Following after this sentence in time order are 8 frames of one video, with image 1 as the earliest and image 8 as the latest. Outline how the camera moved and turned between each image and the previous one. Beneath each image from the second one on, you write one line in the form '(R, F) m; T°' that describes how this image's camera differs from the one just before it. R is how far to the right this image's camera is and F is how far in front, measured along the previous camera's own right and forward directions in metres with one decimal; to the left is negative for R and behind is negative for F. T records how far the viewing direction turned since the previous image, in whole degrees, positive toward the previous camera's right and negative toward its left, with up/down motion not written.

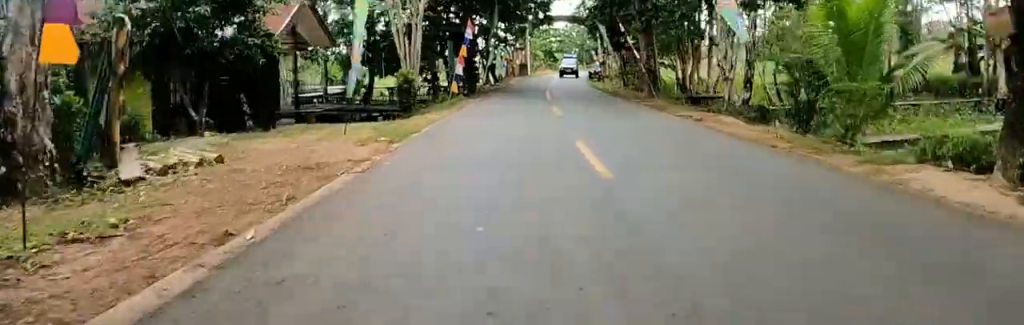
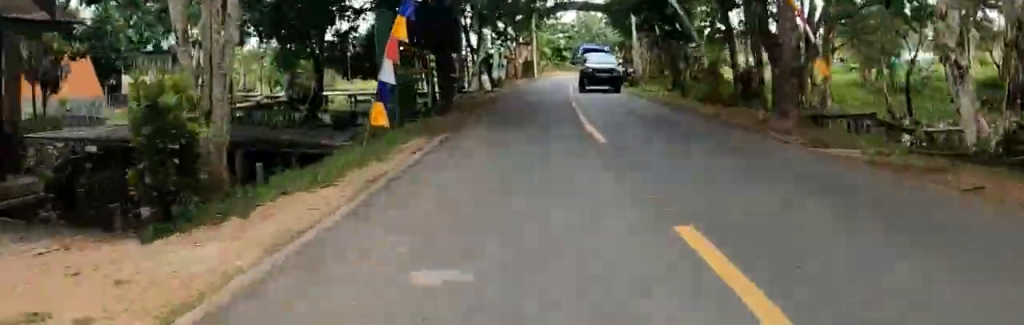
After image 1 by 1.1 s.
(+0.4, +12.7) m; +2°
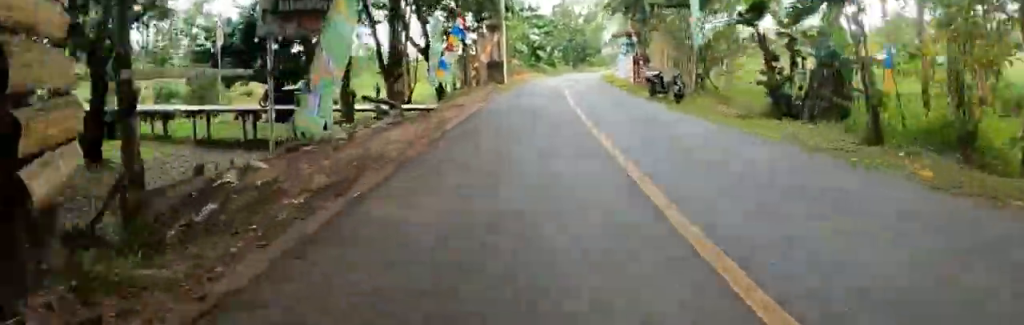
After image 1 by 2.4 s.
(+0.1, +16.3) m; 0°
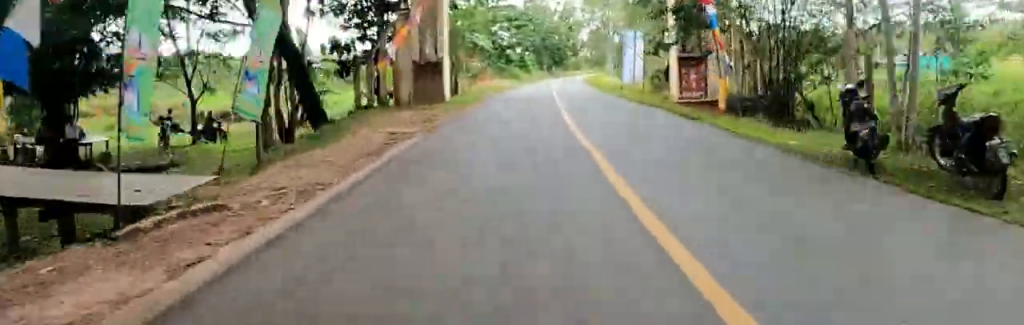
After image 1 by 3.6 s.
(0.0, +15.2) m; 0°
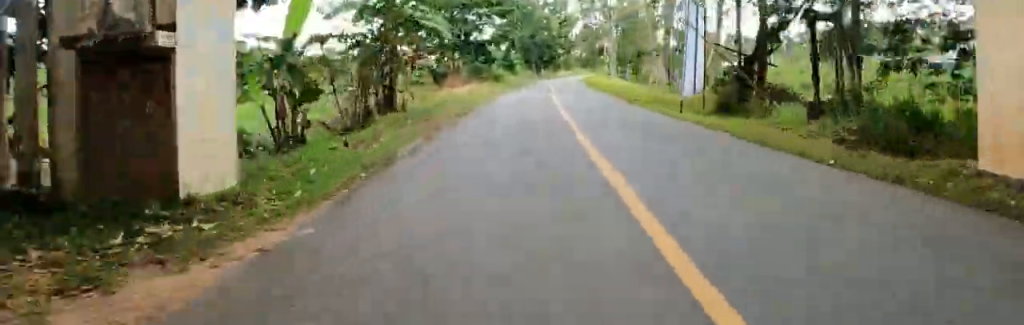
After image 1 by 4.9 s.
(0.0, +14.6) m; +2°
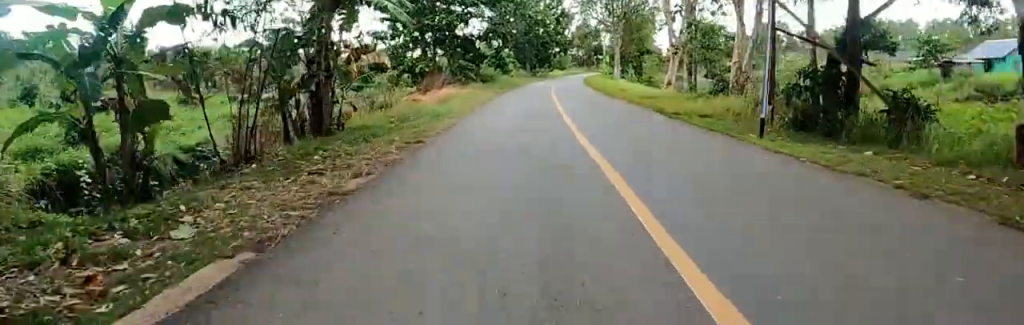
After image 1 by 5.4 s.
(0.0, +6.4) m; +1°
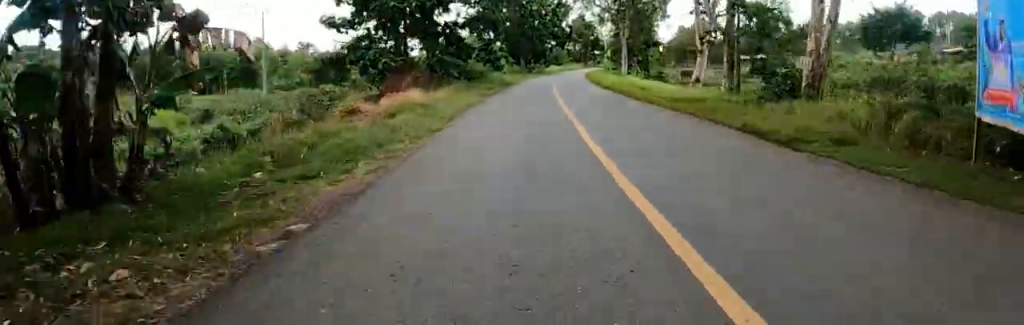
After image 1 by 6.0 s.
(+0.3, +7.0) m; +2°
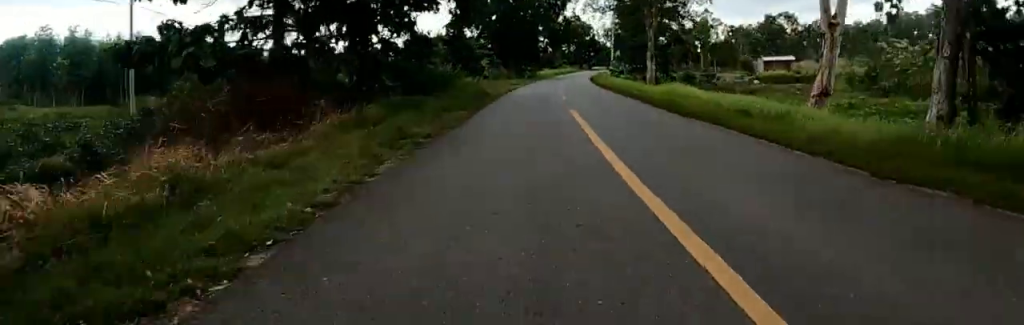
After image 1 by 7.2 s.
(+0.2, +13.8) m; -2°
